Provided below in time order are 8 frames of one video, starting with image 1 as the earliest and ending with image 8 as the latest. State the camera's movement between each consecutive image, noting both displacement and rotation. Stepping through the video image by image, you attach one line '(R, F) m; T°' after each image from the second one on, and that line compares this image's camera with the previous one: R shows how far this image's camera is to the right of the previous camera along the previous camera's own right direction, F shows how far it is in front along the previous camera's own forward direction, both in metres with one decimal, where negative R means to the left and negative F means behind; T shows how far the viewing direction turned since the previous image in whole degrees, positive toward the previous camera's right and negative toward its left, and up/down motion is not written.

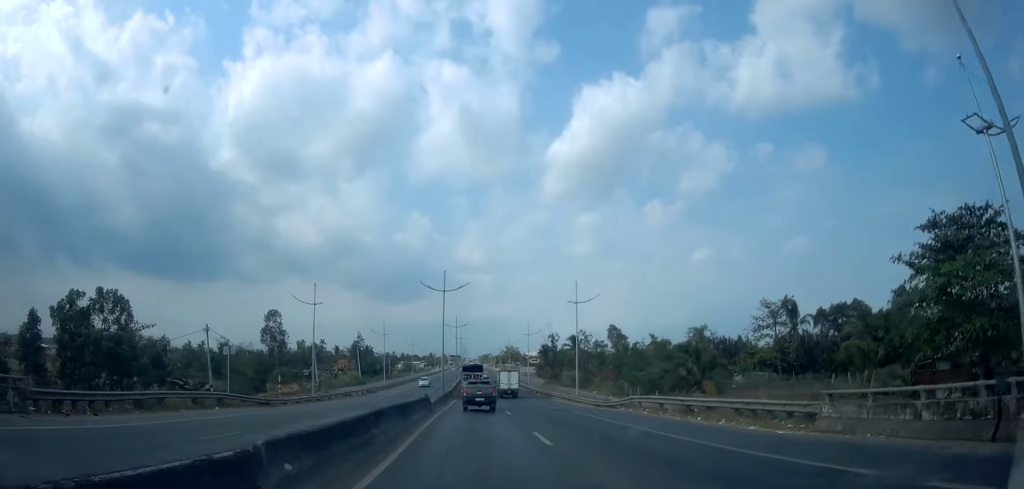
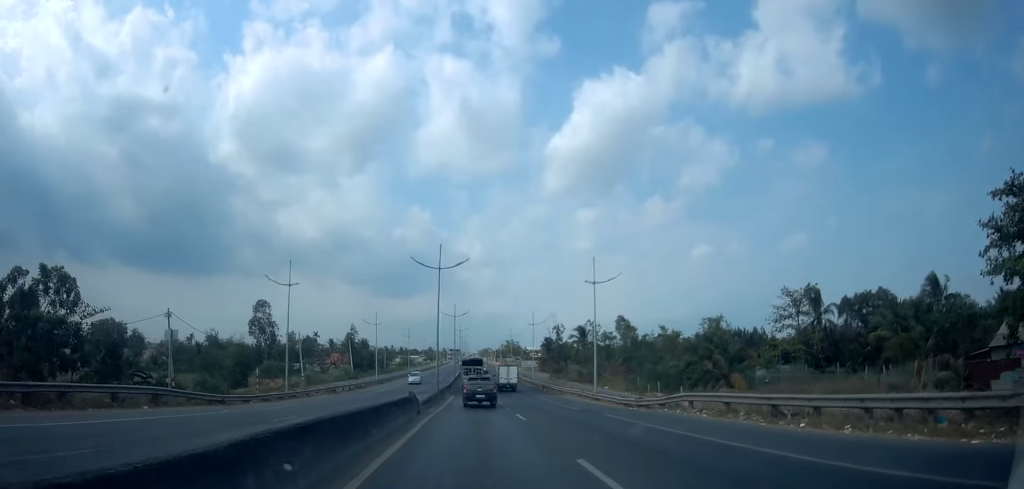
(-0.3, +6.4) m; 0°
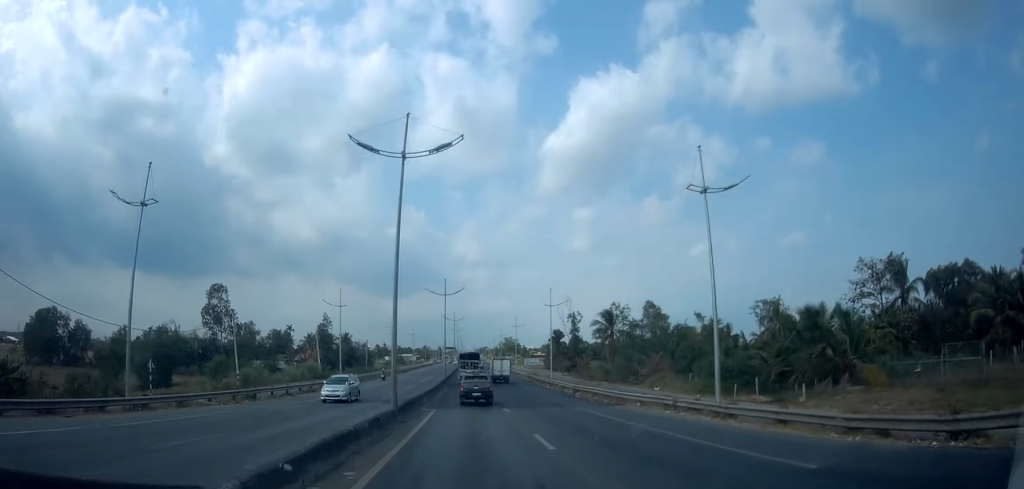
(+0.3, +18.6) m; +4°
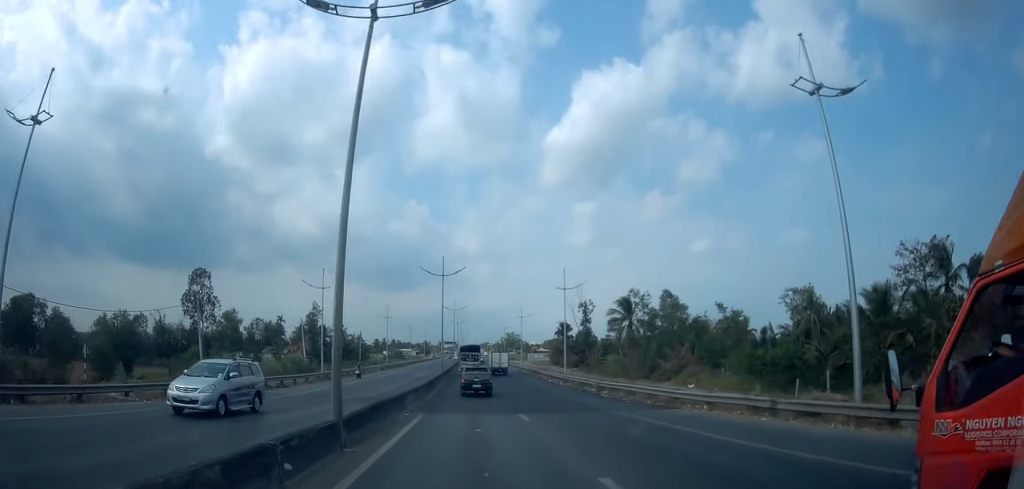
(+0.1, +7.6) m; -1°
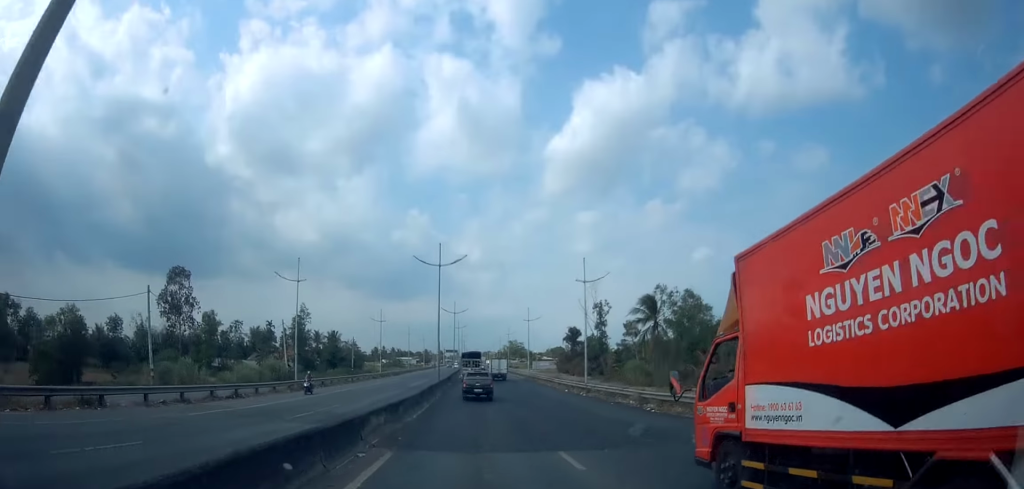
(+0.1, +8.1) m; -2°
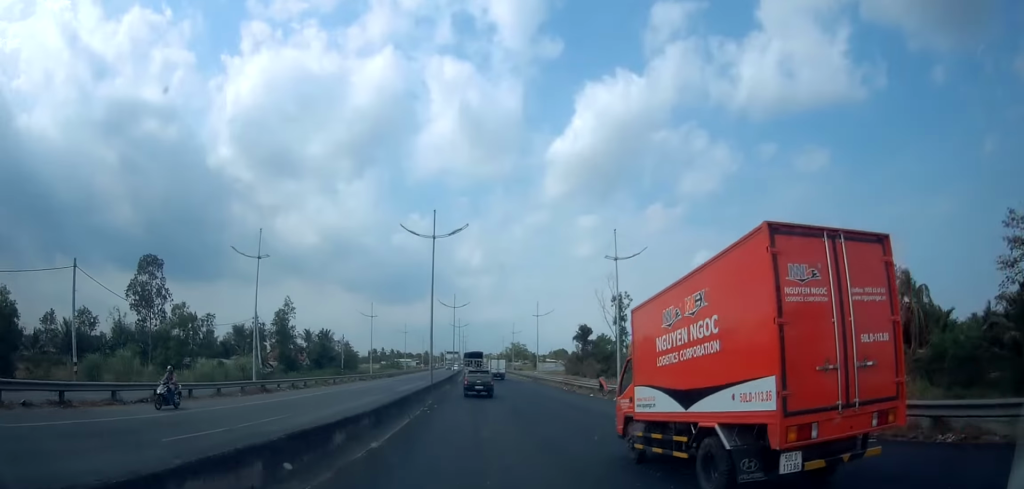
(-0.5, +8.5) m; 0°
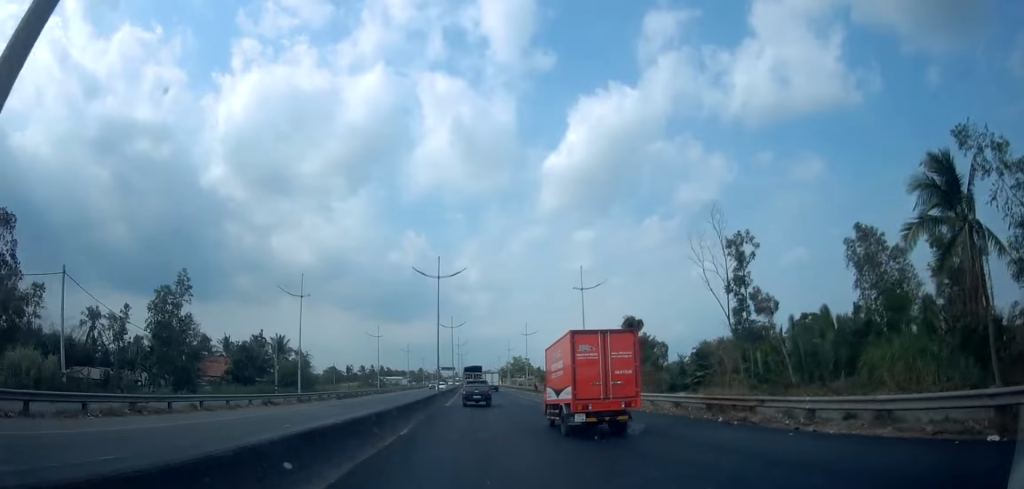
(+1.0, +28.3) m; 0°
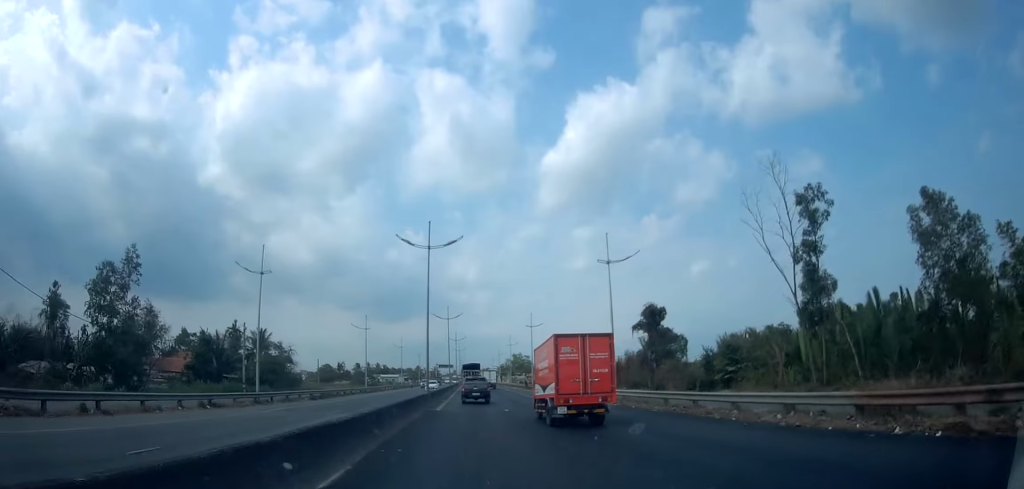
(-0.3, +8.0) m; -1°
